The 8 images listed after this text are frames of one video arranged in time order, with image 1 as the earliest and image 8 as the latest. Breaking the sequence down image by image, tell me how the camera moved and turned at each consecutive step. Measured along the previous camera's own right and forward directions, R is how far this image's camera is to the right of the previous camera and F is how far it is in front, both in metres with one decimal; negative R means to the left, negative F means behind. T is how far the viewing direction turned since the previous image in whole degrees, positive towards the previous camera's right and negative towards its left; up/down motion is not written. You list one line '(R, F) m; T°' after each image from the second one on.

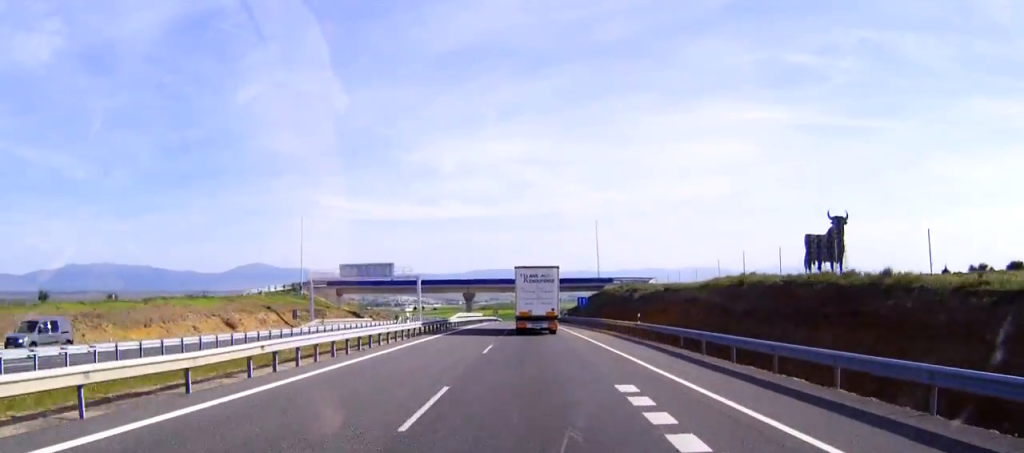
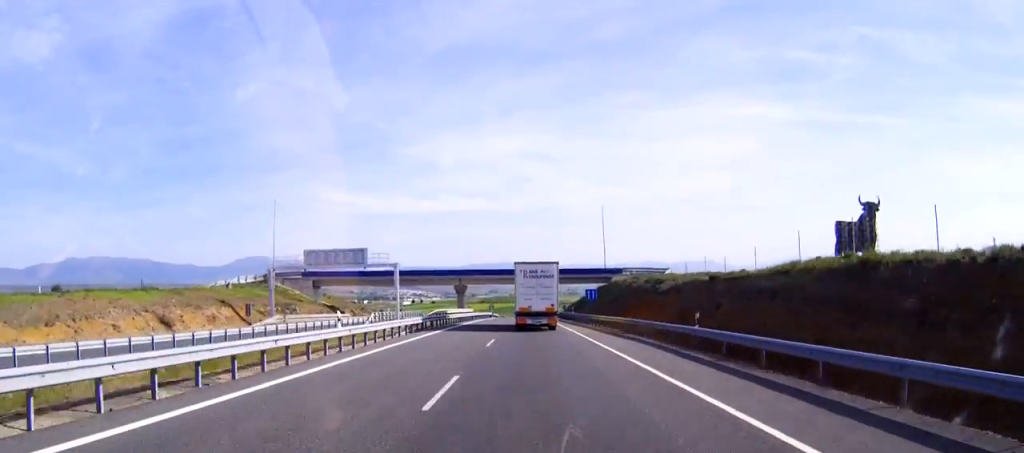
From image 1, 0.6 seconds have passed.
(0.0, +15.1) m; 0°
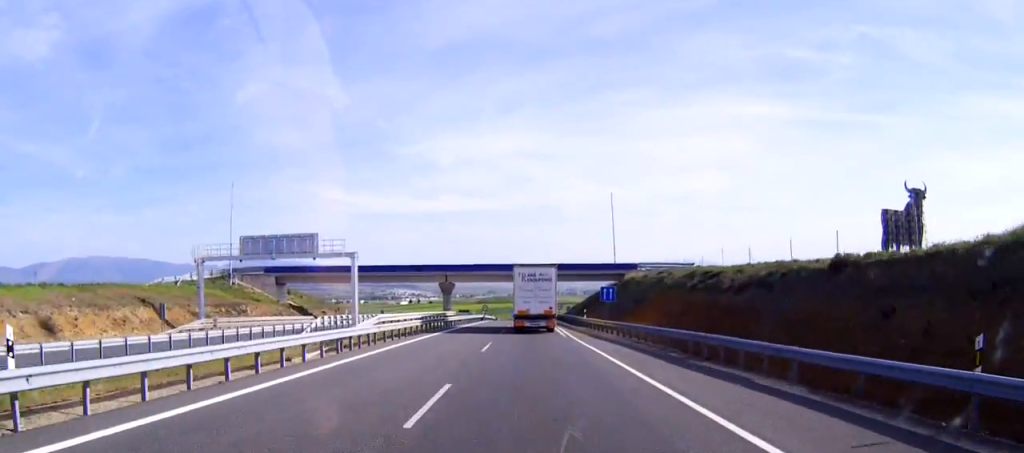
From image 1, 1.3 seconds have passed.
(0.0, +18.5) m; 0°
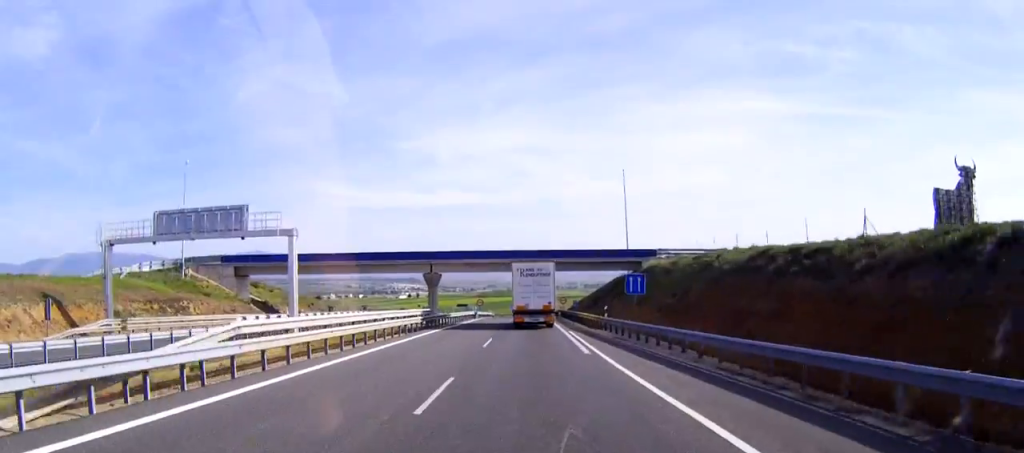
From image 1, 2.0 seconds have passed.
(0.0, +16.1) m; 0°
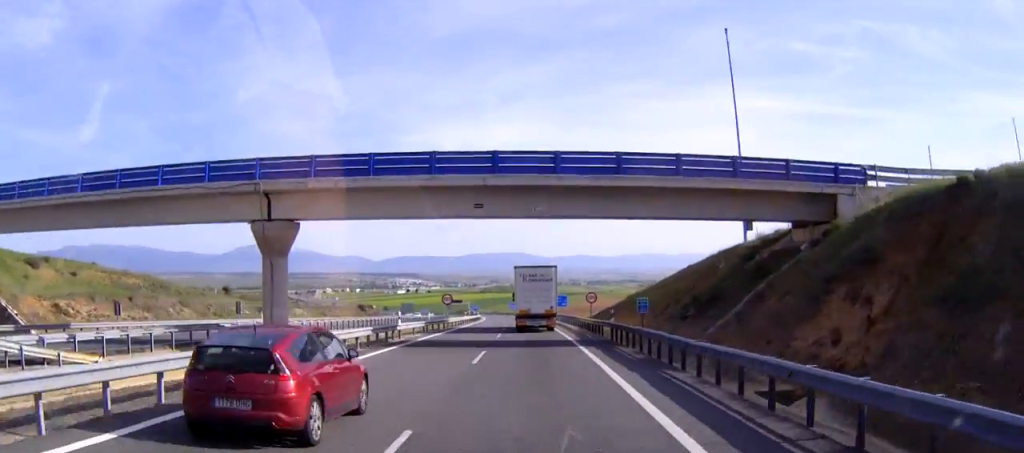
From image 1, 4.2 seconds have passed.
(-0.1, +57.7) m; 0°
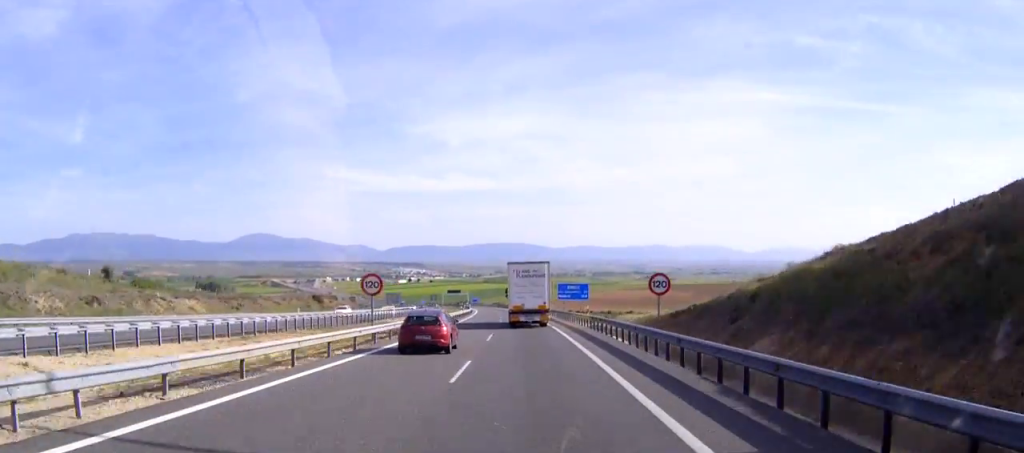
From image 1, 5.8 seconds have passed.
(-0.2, +39.2) m; -1°
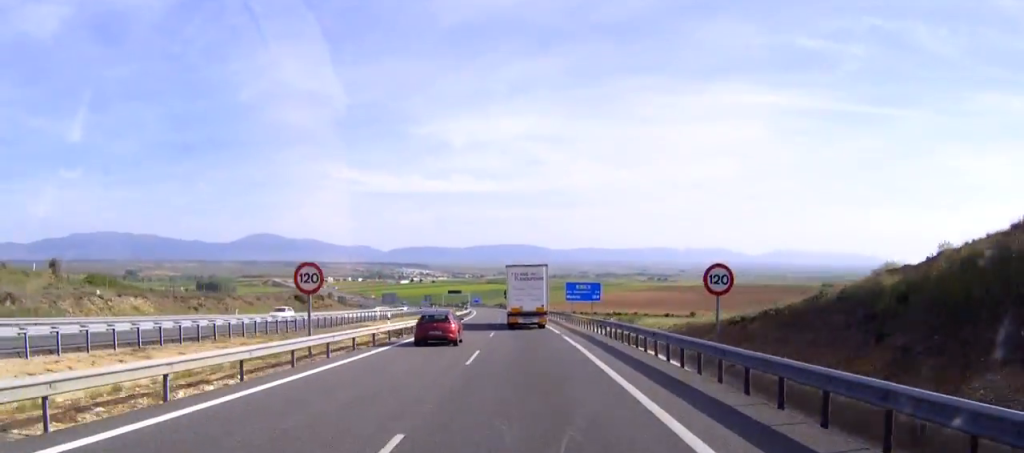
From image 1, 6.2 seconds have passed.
(0.0, +12.0) m; -1°
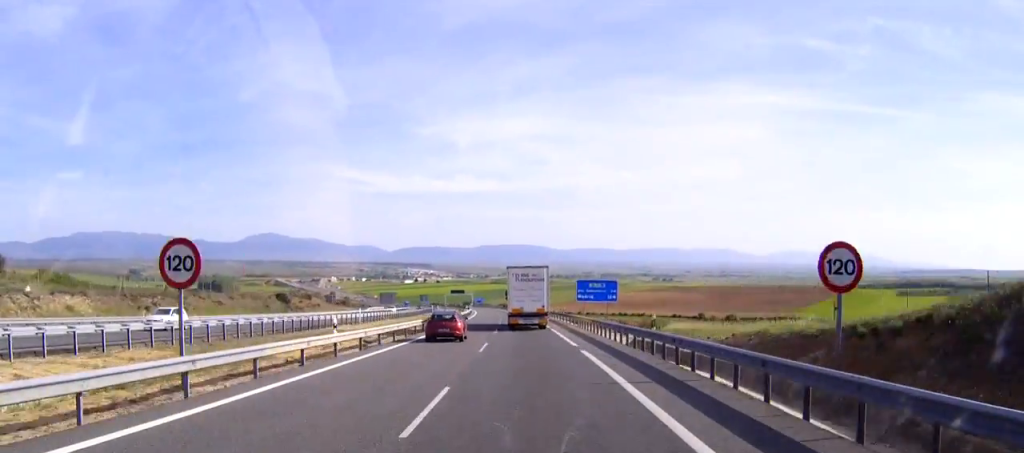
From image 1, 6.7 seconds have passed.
(-0.1, +11.2) m; -1°
